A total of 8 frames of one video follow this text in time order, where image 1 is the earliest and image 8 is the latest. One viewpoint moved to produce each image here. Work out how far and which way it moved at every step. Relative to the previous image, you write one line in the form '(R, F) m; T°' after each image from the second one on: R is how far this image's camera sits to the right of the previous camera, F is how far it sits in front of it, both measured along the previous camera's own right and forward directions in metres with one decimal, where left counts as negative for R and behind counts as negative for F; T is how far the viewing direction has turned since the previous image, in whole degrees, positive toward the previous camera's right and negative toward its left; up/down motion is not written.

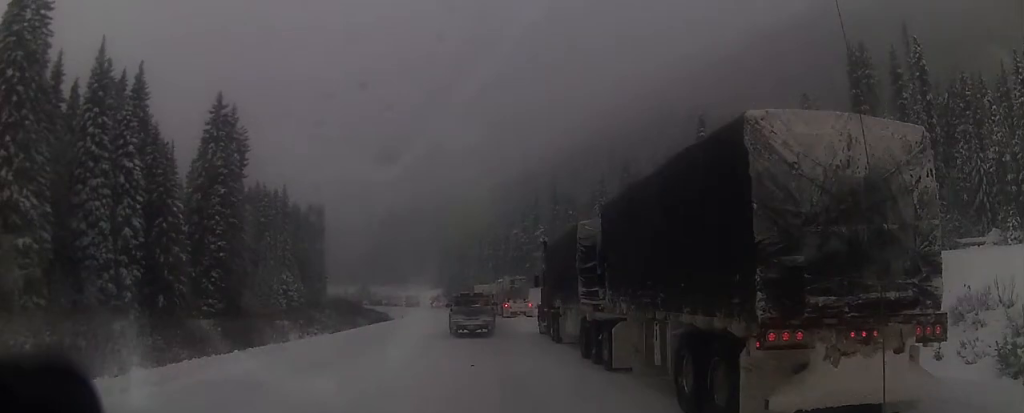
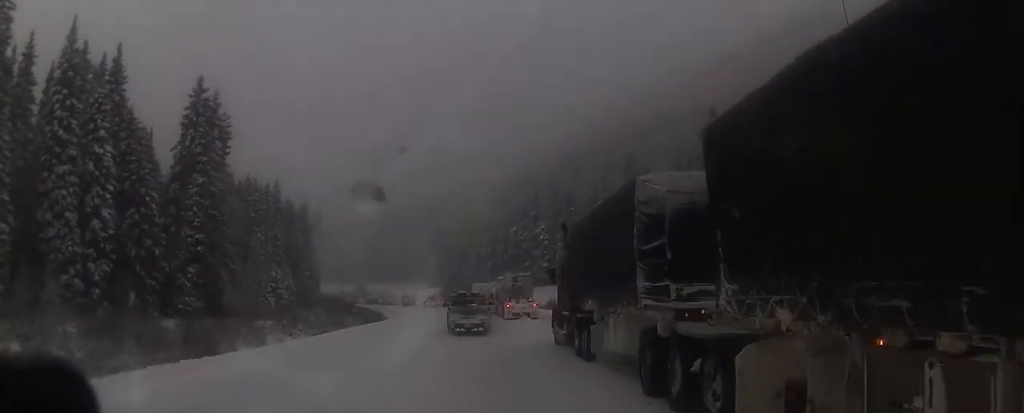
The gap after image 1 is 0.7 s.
(0.0, +6.8) m; 0°
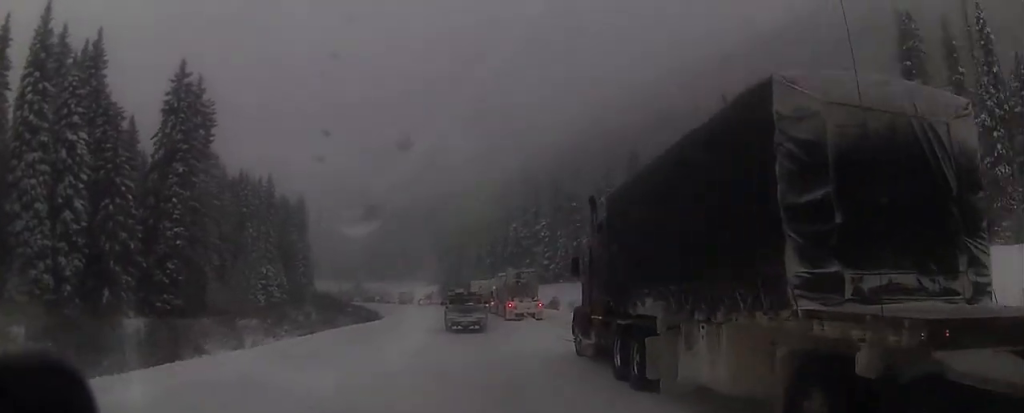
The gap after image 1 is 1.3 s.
(+0.1, +5.6) m; 0°
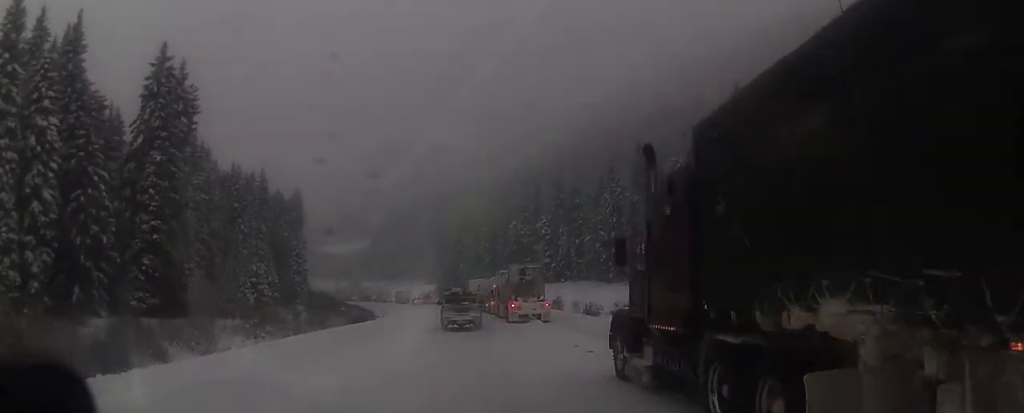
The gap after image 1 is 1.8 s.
(0.0, +5.6) m; -2°
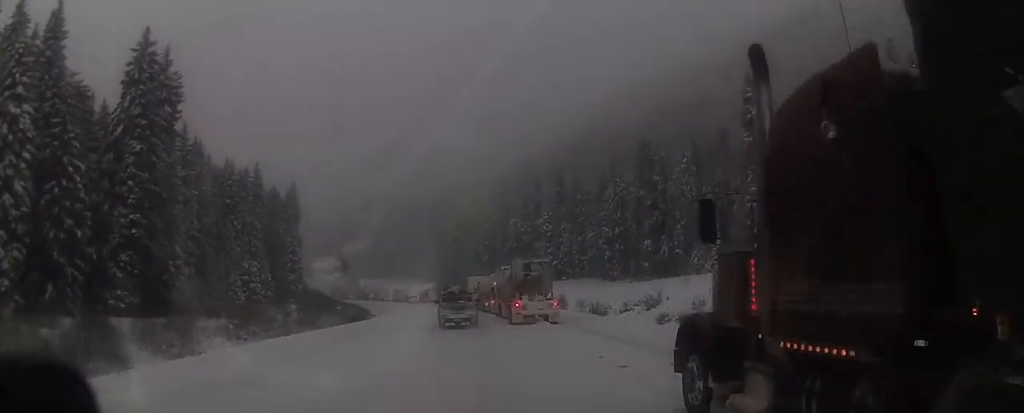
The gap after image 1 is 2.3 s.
(+0.1, +4.6) m; -1°
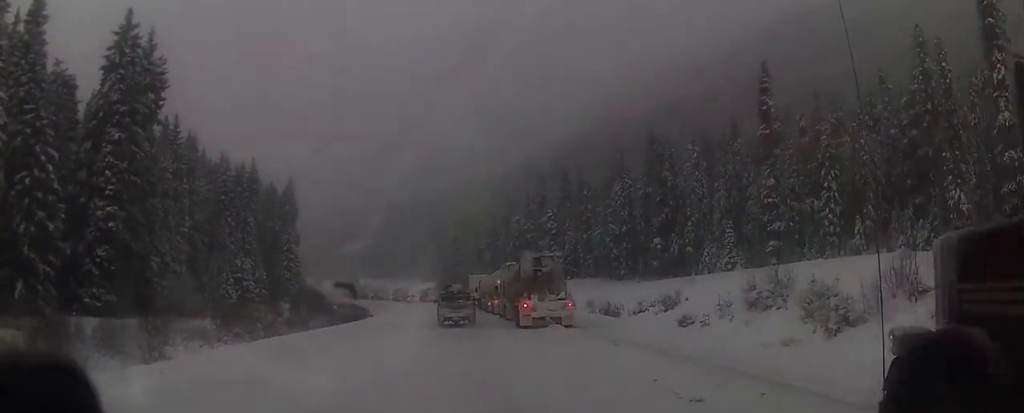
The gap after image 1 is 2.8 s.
(-0.3, +5.0) m; -1°
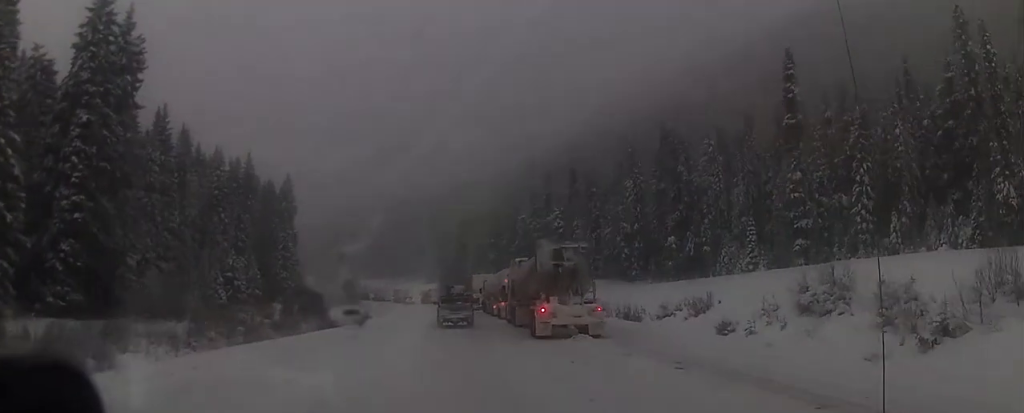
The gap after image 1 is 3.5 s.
(-0.1, +6.7) m; 0°
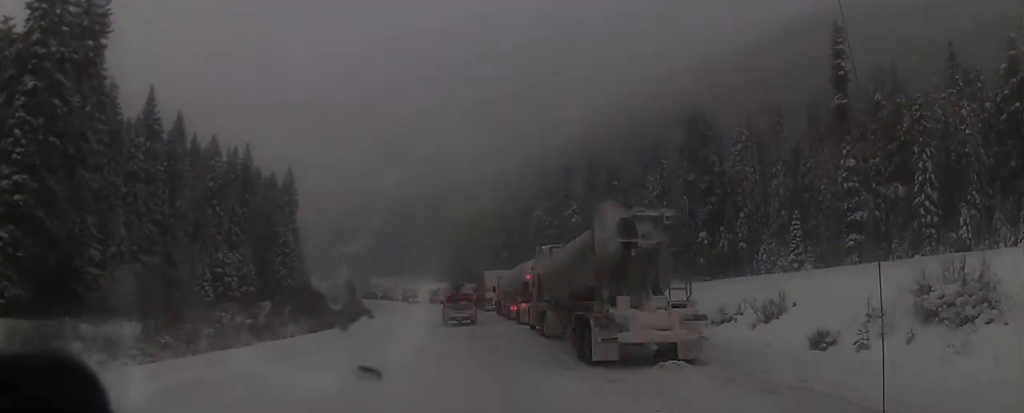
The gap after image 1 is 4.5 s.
(+0.3, +10.1) m; +1°
